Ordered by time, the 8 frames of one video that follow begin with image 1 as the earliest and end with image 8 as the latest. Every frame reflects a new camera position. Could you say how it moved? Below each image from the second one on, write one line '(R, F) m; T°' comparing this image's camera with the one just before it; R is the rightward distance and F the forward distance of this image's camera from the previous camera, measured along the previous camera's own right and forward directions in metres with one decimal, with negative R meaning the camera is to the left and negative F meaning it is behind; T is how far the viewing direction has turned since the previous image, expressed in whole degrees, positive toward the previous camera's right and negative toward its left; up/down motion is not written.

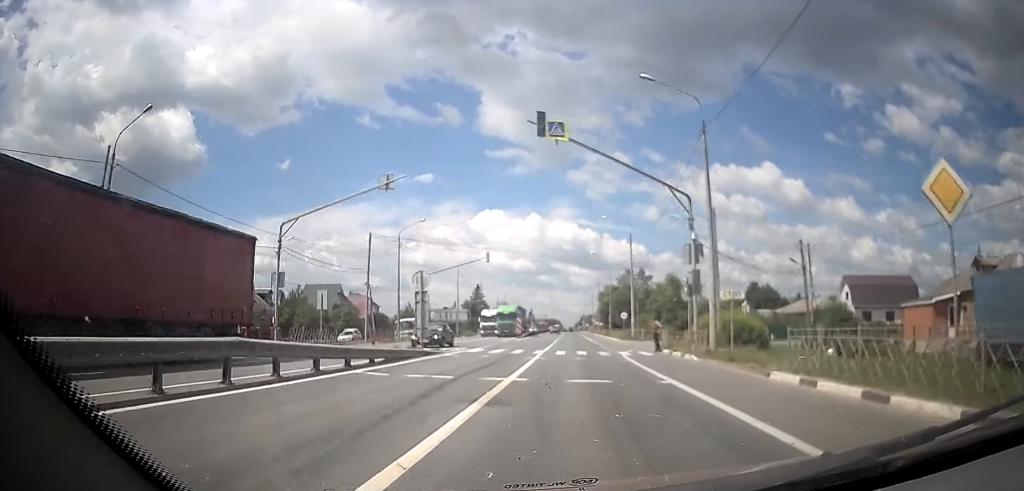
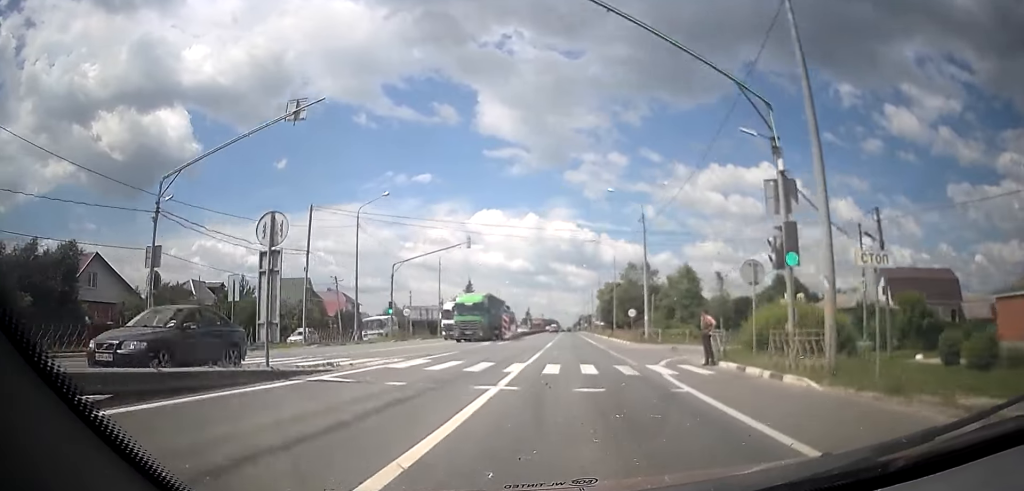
(-0.3, +12.4) m; 0°
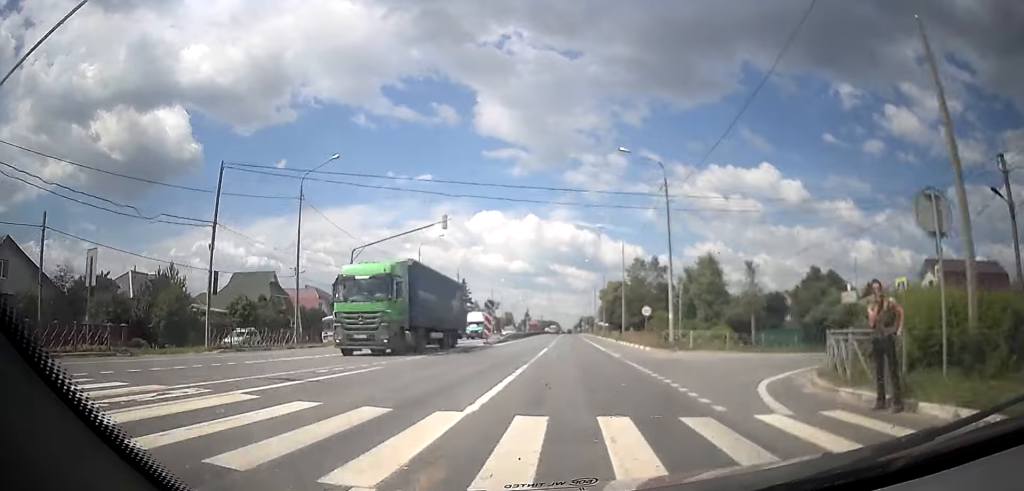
(+0.3, +11.9) m; +2°
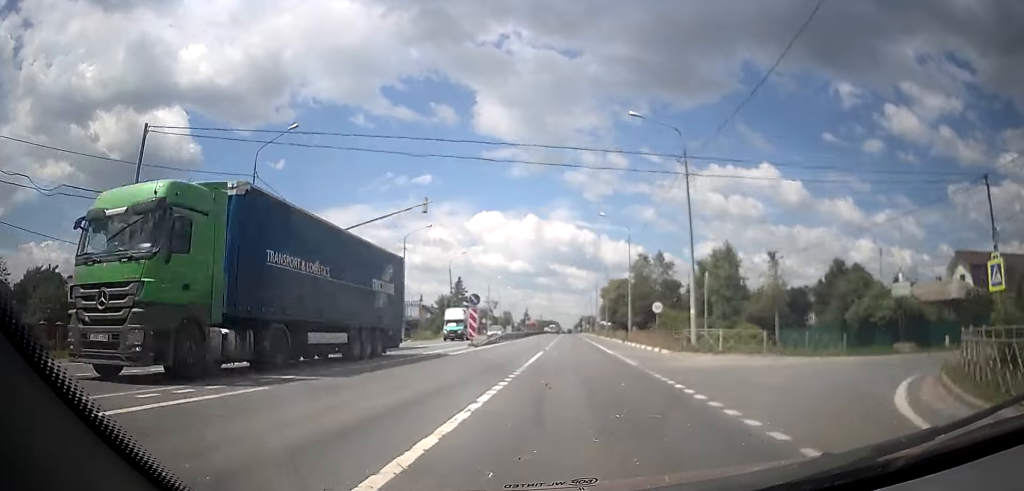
(+0.2, +6.8) m; 0°
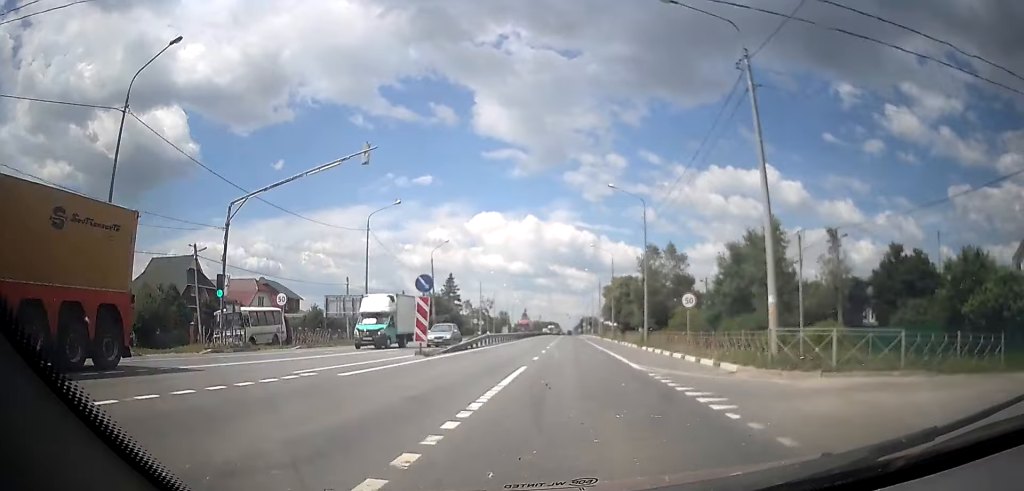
(0.0, +12.5) m; -2°
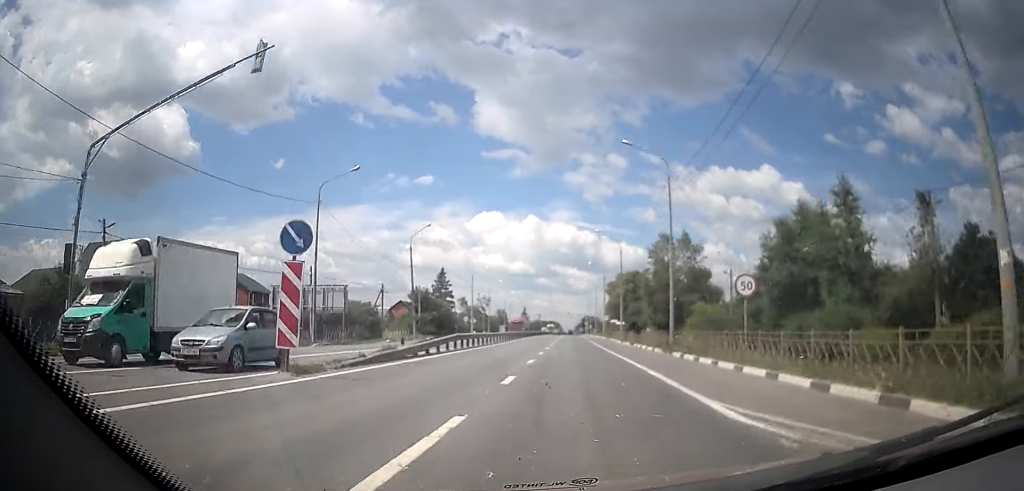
(-0.2, +11.4) m; -2°
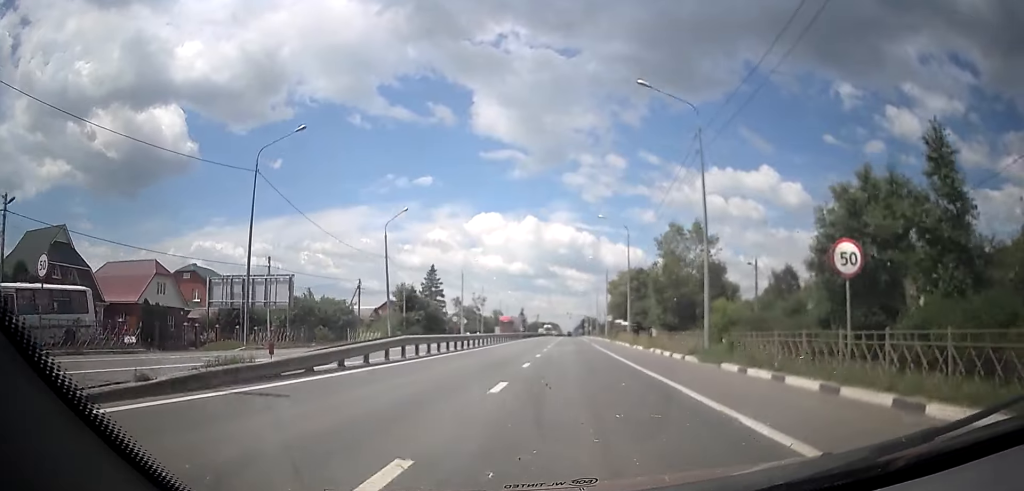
(-0.4, +9.4) m; +2°
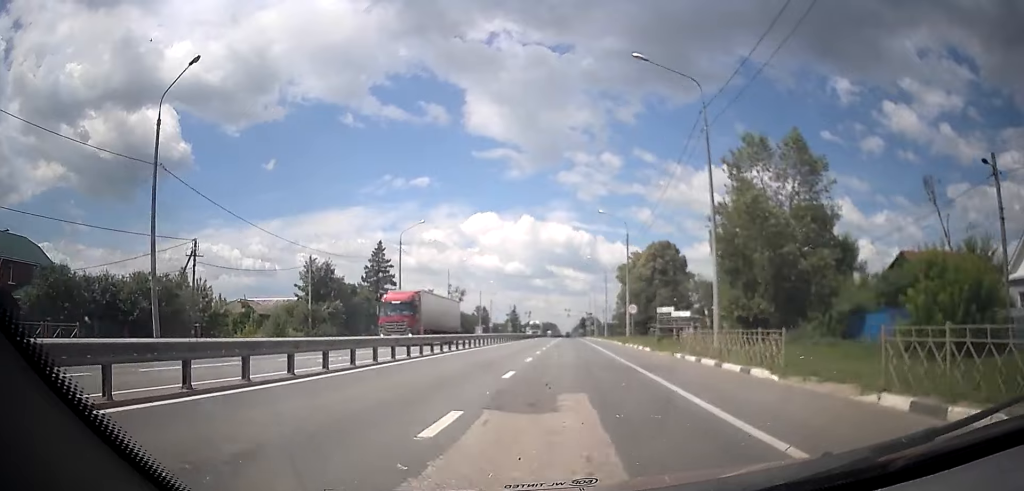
(+0.2, +36.5) m; -1°
